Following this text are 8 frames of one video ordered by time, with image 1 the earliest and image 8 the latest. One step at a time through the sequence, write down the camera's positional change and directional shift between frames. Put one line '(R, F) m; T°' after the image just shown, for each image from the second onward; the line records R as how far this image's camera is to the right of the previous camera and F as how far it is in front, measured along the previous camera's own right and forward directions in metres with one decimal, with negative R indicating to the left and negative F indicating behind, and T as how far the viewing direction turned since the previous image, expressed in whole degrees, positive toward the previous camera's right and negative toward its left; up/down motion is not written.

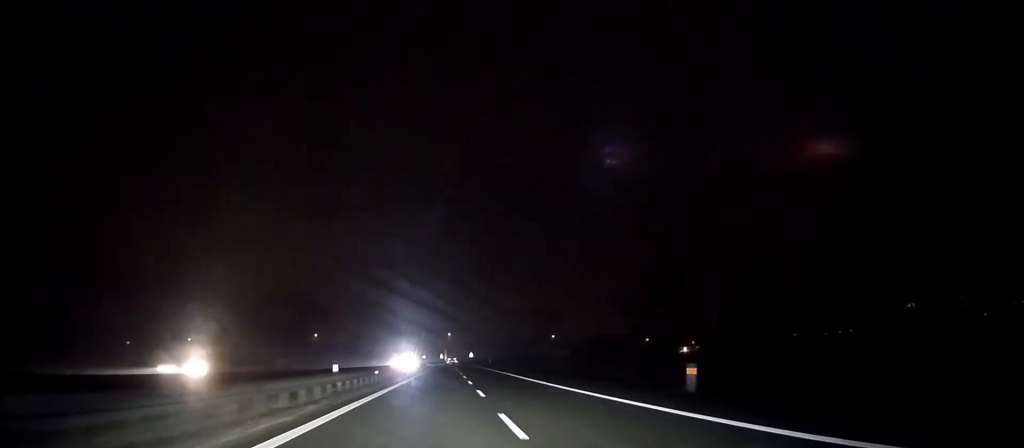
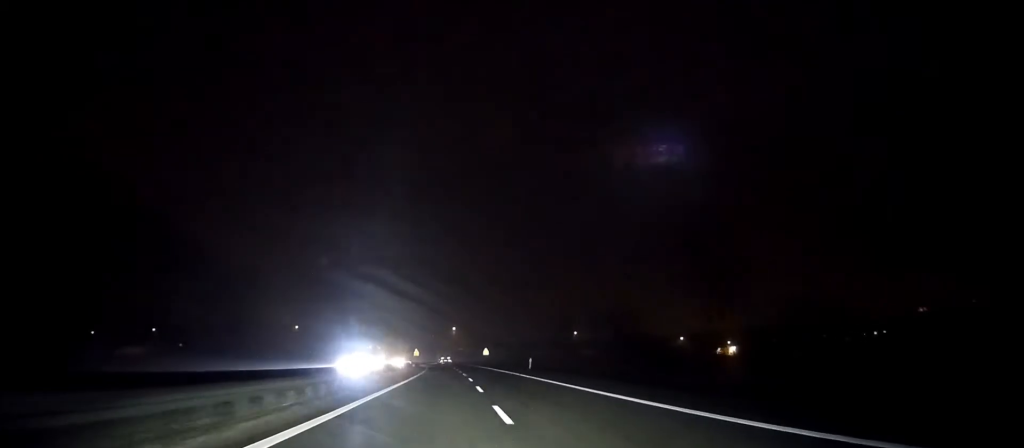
(-0.2, +57.5) m; -1°
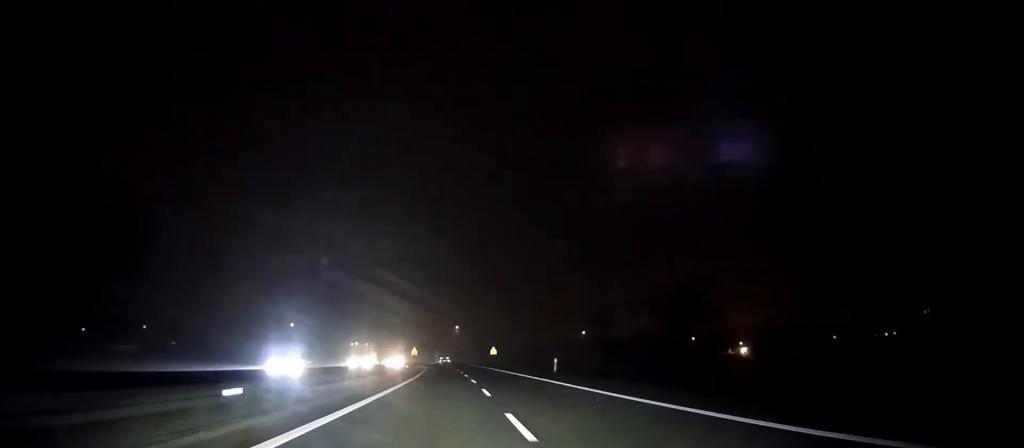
(0.0, +14.6) m; 0°
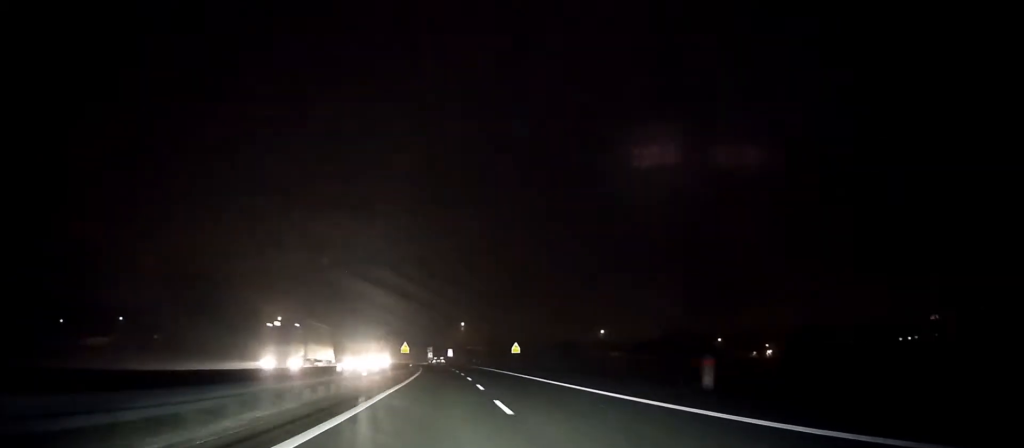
(0.0, +31.1) m; 0°
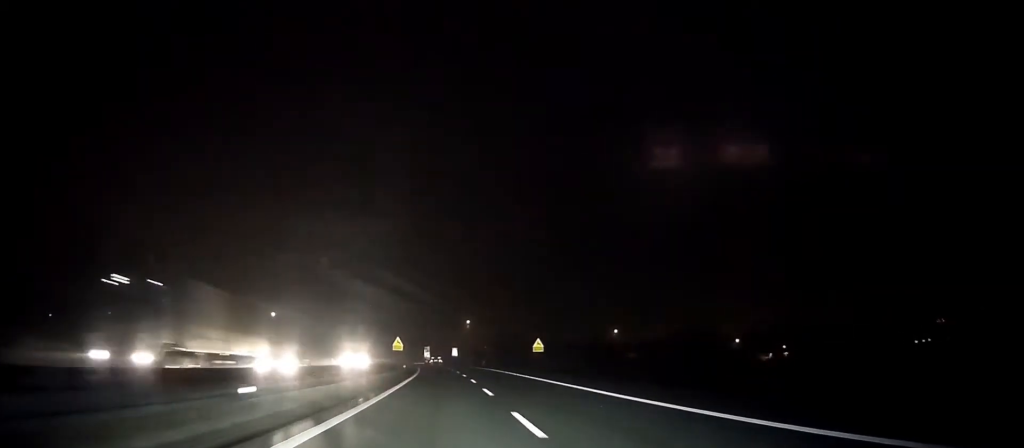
(0.0, +16.5) m; 0°
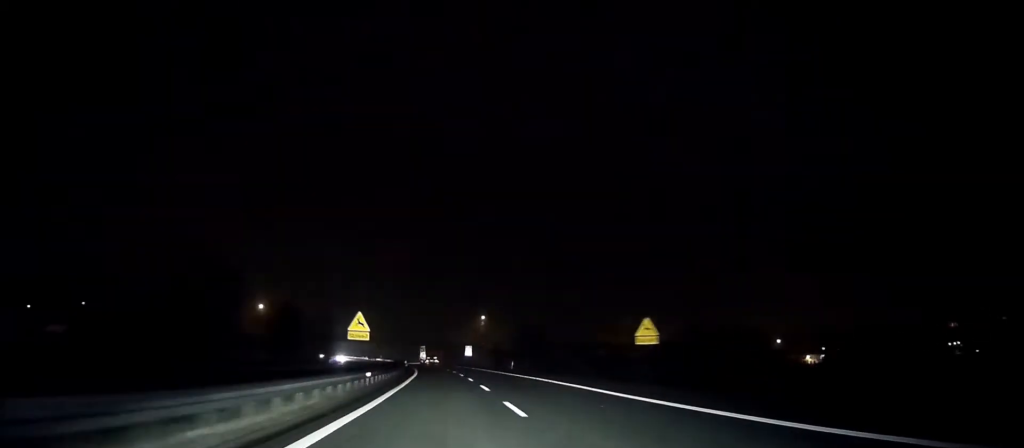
(-0.1, +31.9) m; 0°
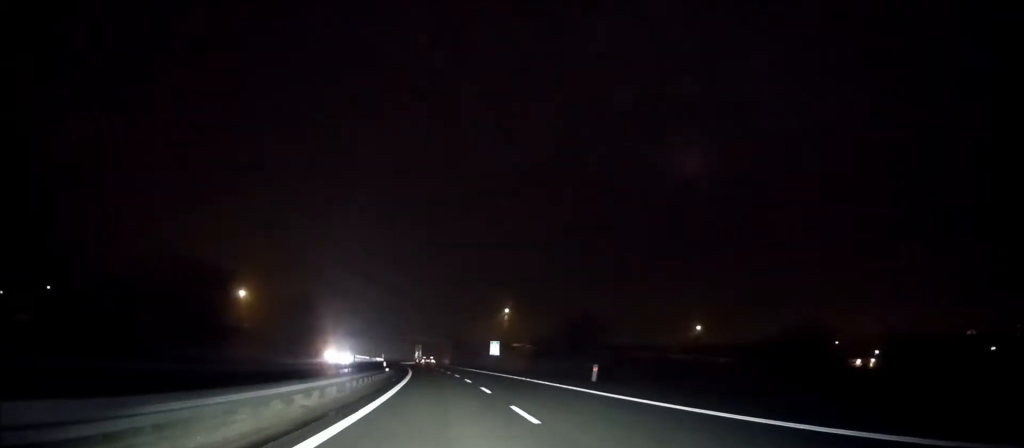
(-0.2, +36.8) m; -1°
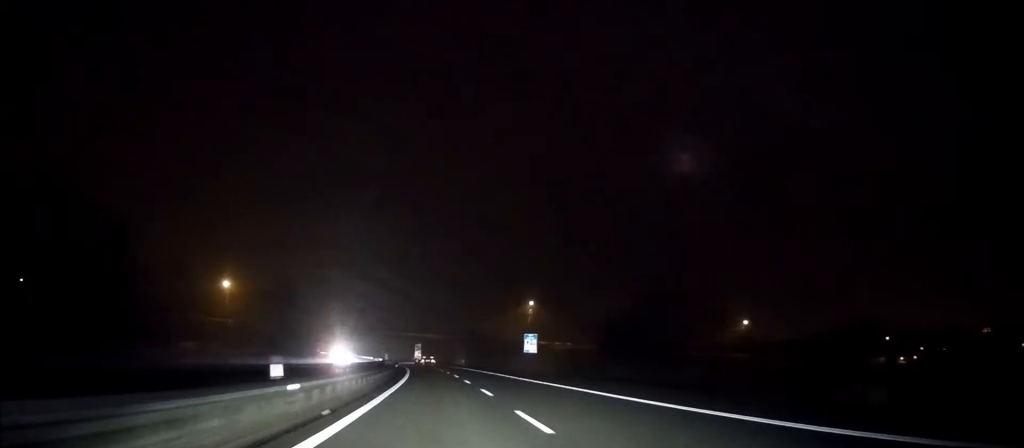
(-0.2, +25.5) m; -1°
